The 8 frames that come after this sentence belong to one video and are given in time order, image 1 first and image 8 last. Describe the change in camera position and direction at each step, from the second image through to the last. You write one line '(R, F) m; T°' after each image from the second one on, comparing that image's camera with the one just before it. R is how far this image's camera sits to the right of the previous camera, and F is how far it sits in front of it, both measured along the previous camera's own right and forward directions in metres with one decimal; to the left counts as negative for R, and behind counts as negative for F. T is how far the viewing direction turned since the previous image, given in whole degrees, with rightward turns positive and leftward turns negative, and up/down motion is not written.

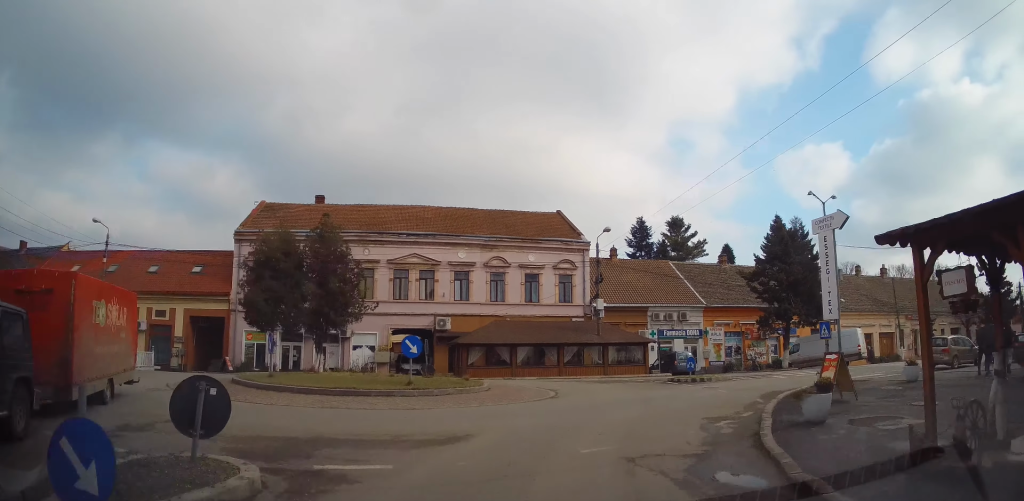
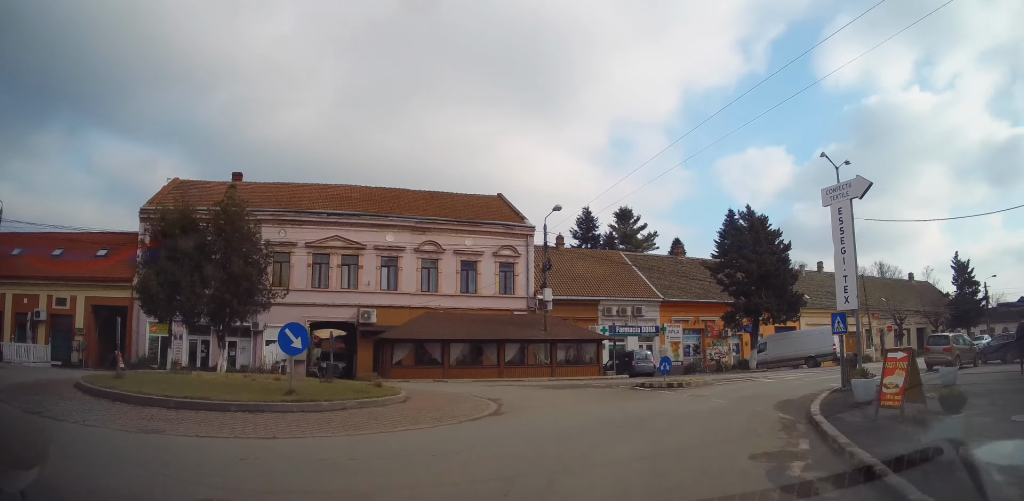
(+0.6, +3.9) m; +8°
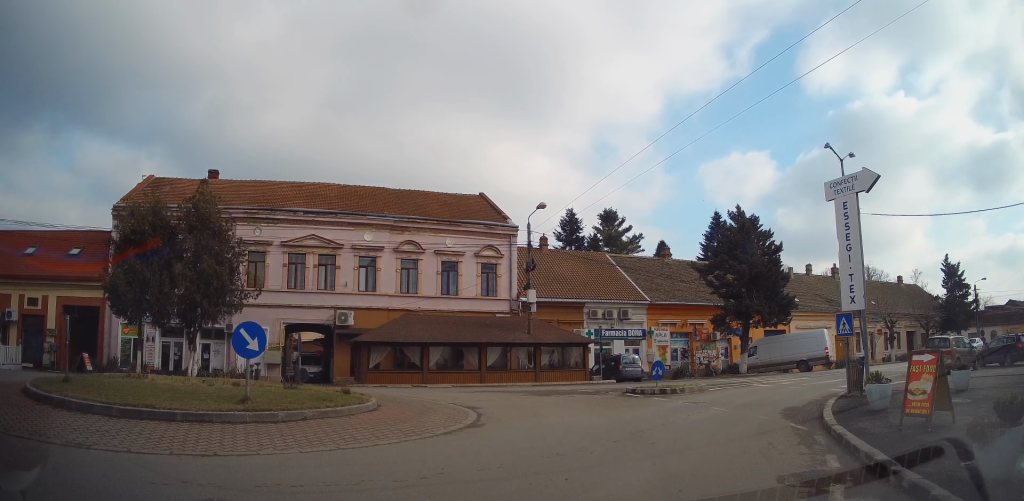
(-0.1, +2.1) m; -2°
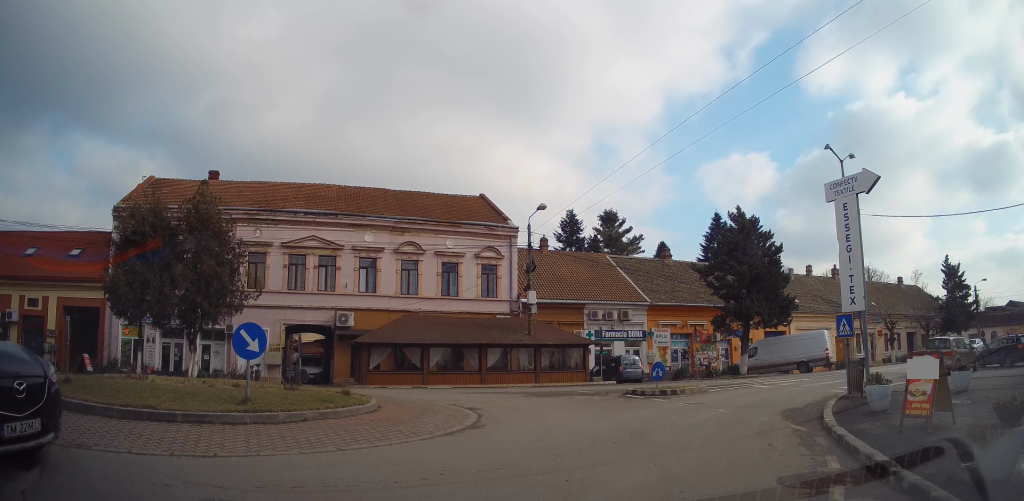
(-0.2, +0.6) m; 0°
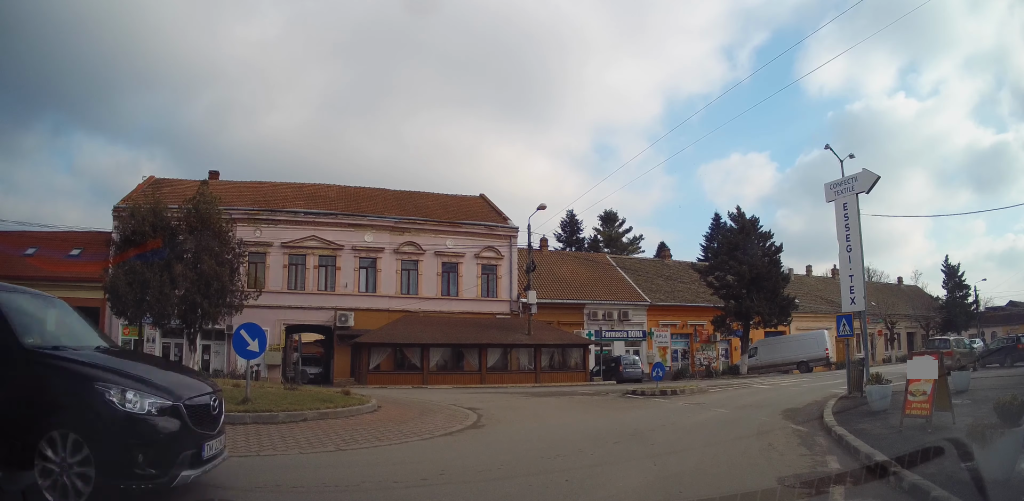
(0.0, 0.0) m; 0°
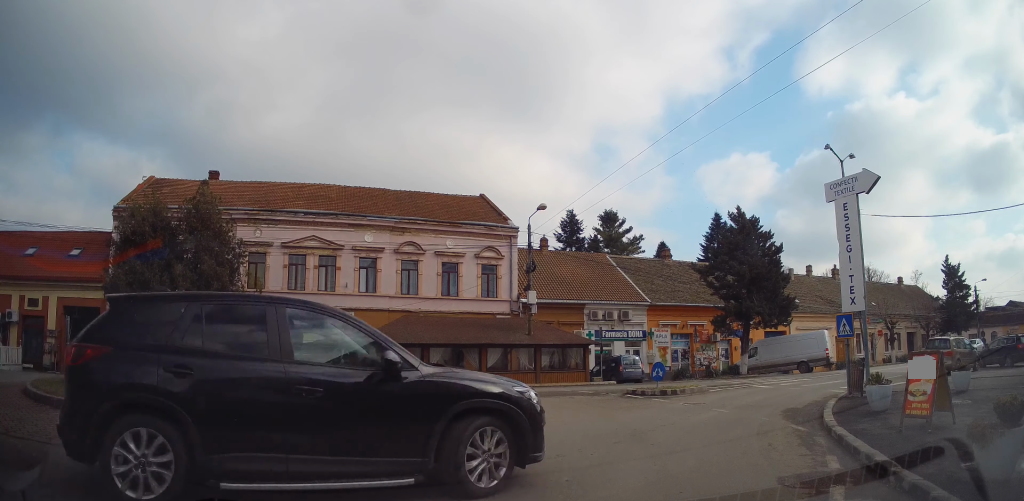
(0.0, 0.0) m; 0°
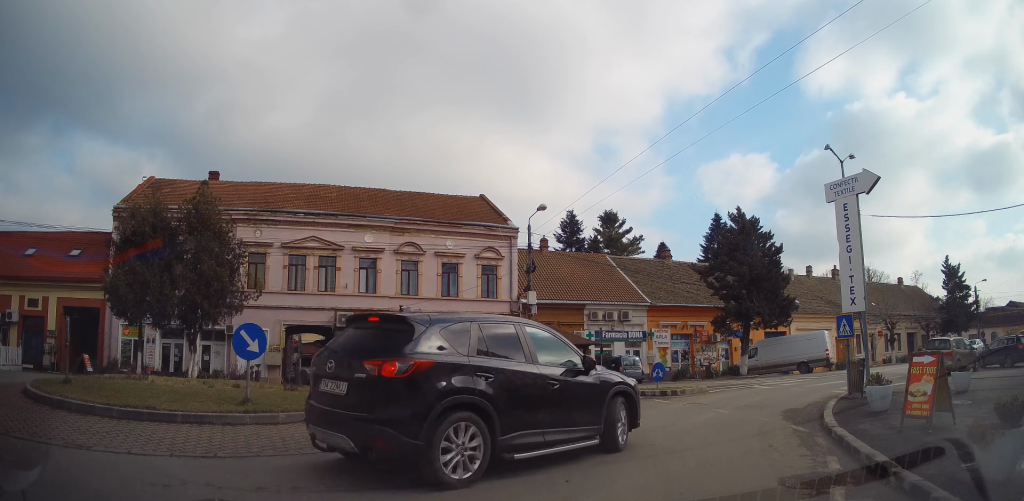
(0.0, 0.0) m; 0°
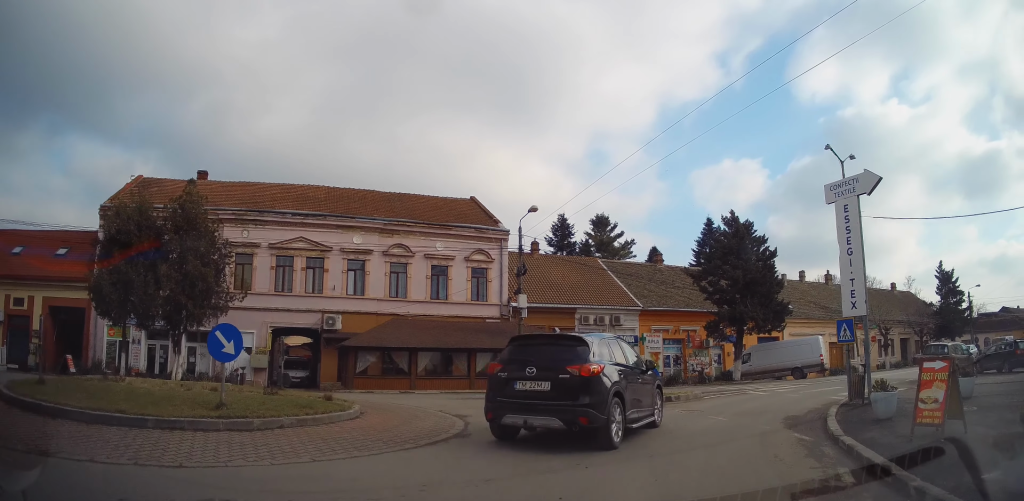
(-0.2, +0.4) m; 0°
